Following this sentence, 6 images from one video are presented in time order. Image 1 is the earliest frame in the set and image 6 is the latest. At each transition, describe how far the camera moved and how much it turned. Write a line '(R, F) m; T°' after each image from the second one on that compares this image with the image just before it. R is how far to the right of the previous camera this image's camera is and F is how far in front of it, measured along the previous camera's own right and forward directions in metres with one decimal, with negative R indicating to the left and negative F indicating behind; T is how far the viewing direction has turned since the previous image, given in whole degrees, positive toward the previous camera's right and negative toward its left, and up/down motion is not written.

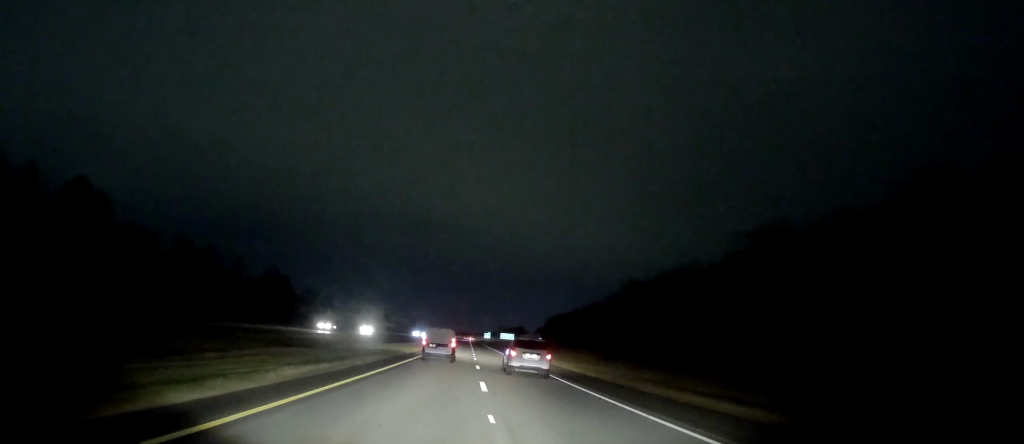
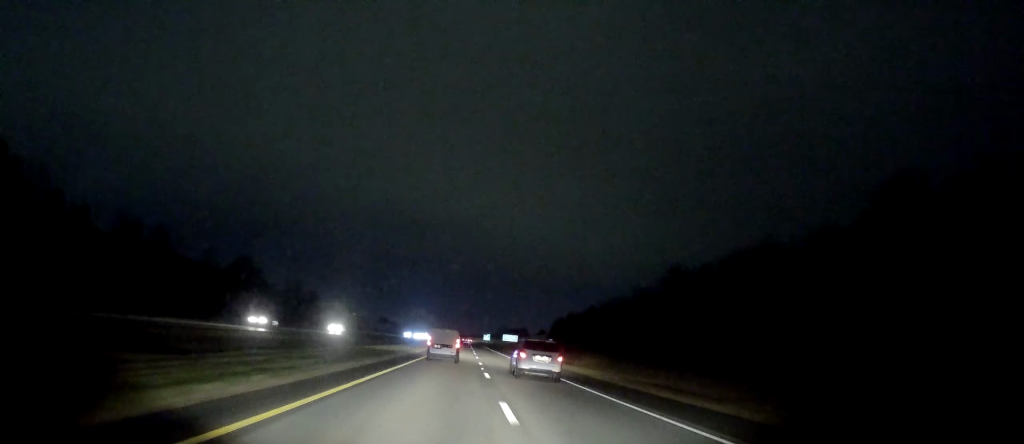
(-0.3, +17.8) m; 0°
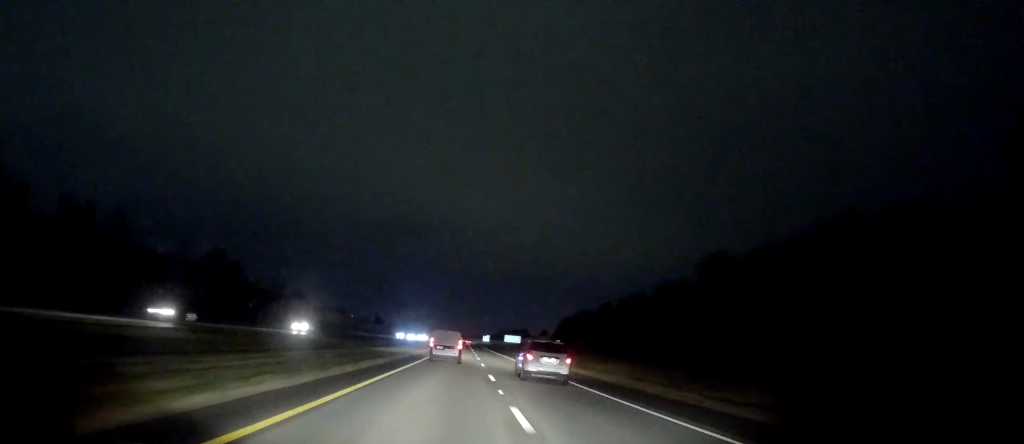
(+0.2, +12.6) m; 0°
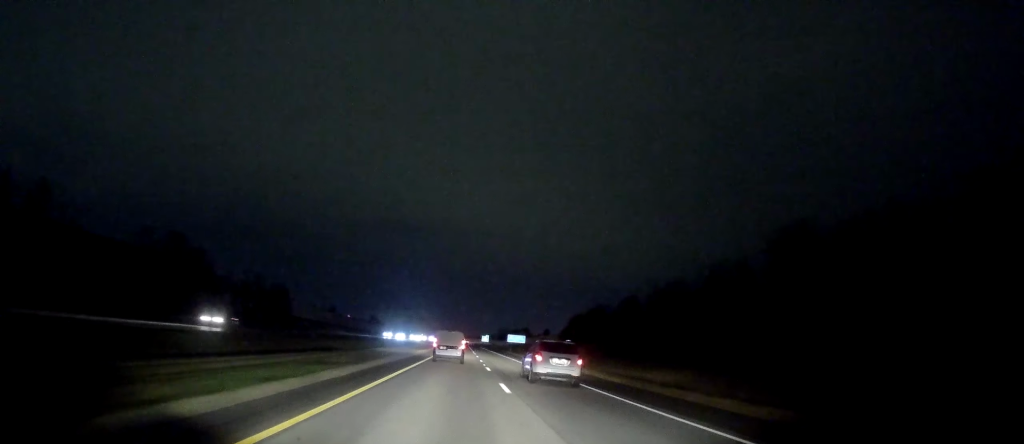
(+0.2, +16.8) m; +1°
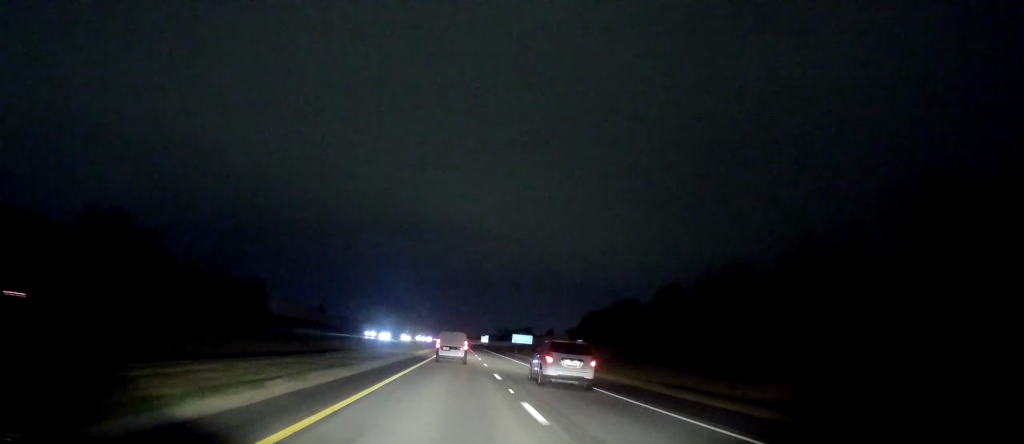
(+0.1, +17.8) m; 0°
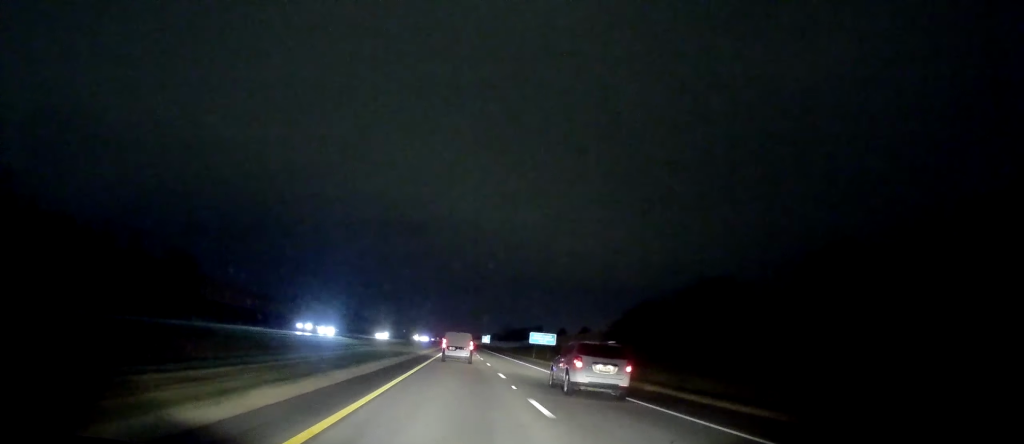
(+0.1, +35.5) m; 0°
